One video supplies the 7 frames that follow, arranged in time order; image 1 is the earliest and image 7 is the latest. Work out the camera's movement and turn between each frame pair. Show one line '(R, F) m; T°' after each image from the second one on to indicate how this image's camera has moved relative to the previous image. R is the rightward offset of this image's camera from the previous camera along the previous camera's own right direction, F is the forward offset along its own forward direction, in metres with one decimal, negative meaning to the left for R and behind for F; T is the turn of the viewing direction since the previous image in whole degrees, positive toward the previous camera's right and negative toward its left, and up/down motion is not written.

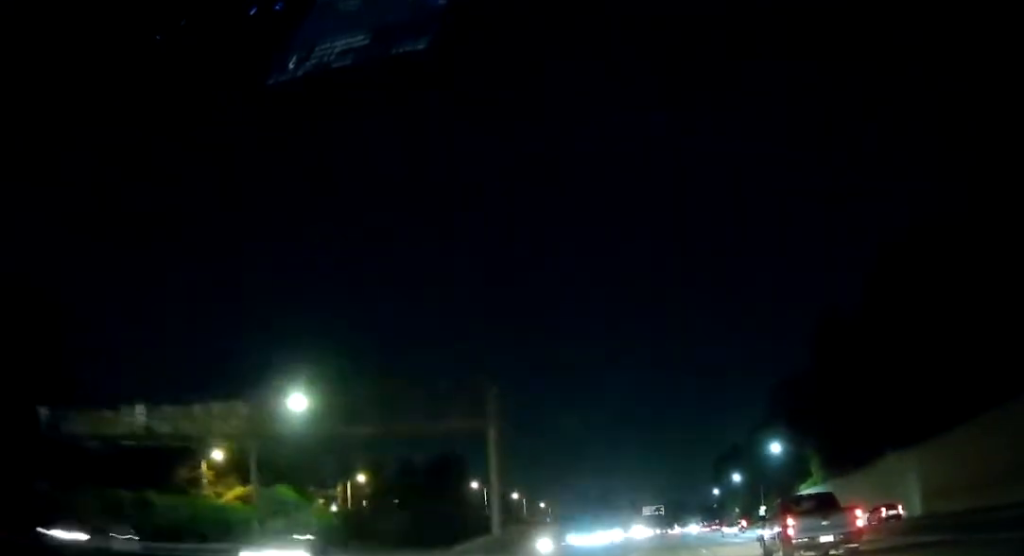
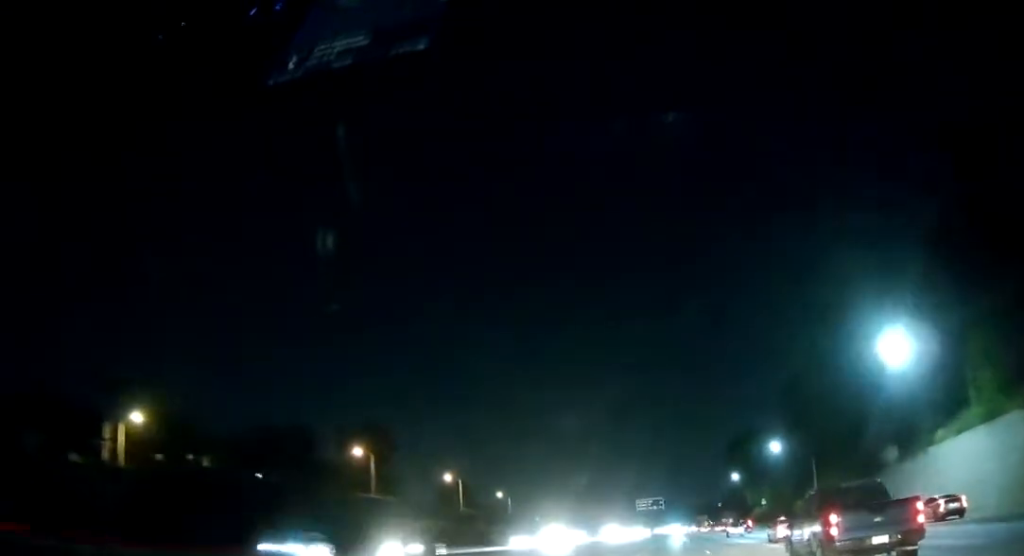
(+0.1, +58.4) m; 0°
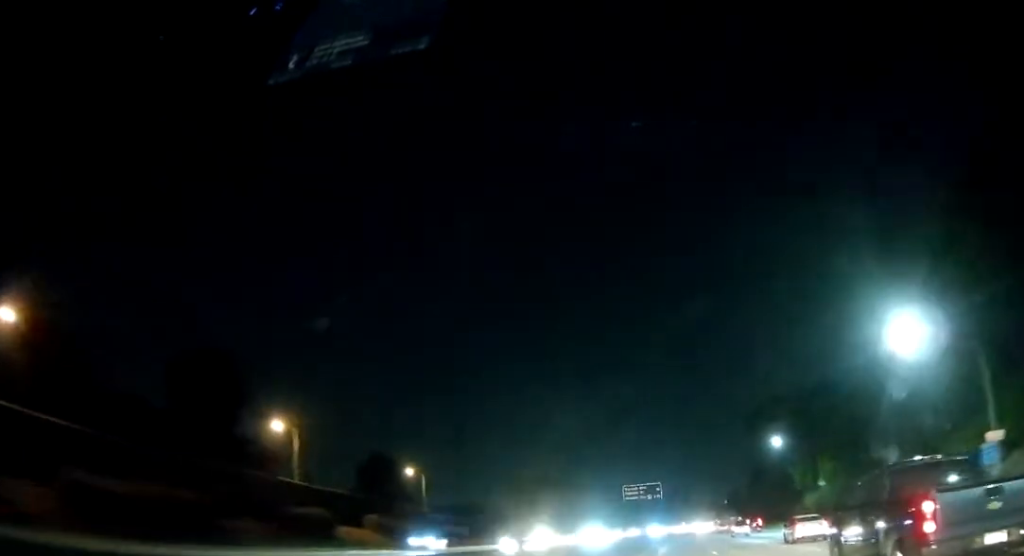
(-0.4, +57.4) m; 0°
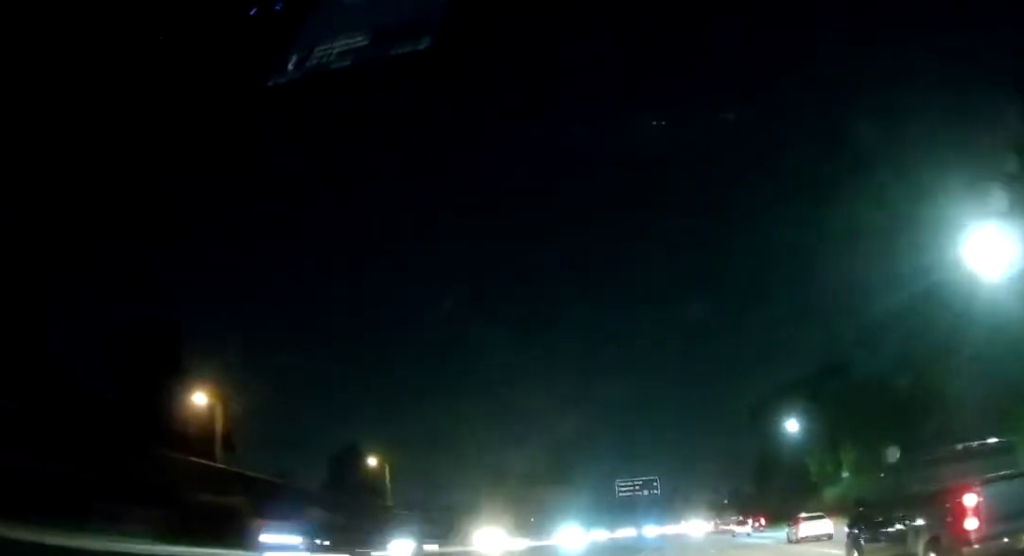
(0.0, +14.5) m; 0°
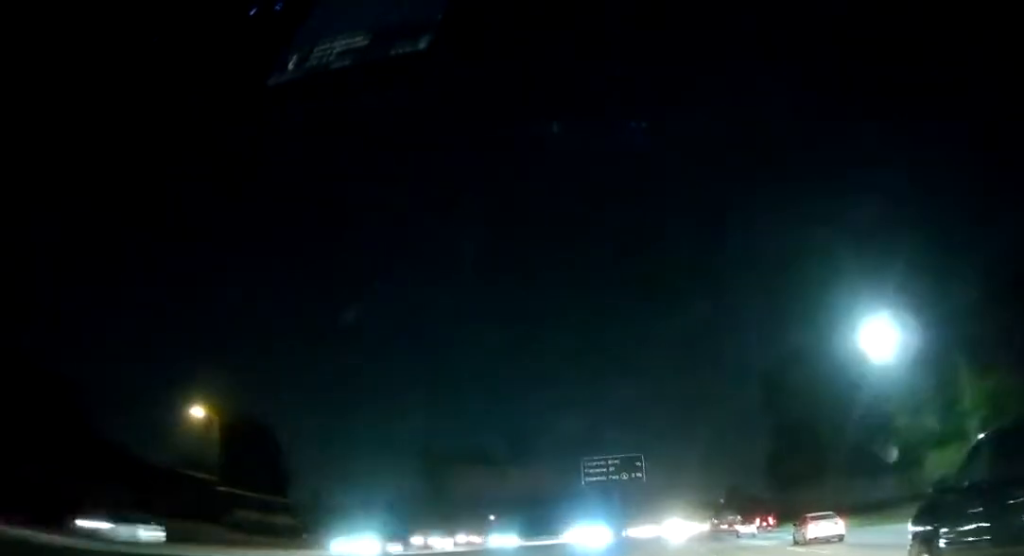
(0.0, +37.9) m; 0°
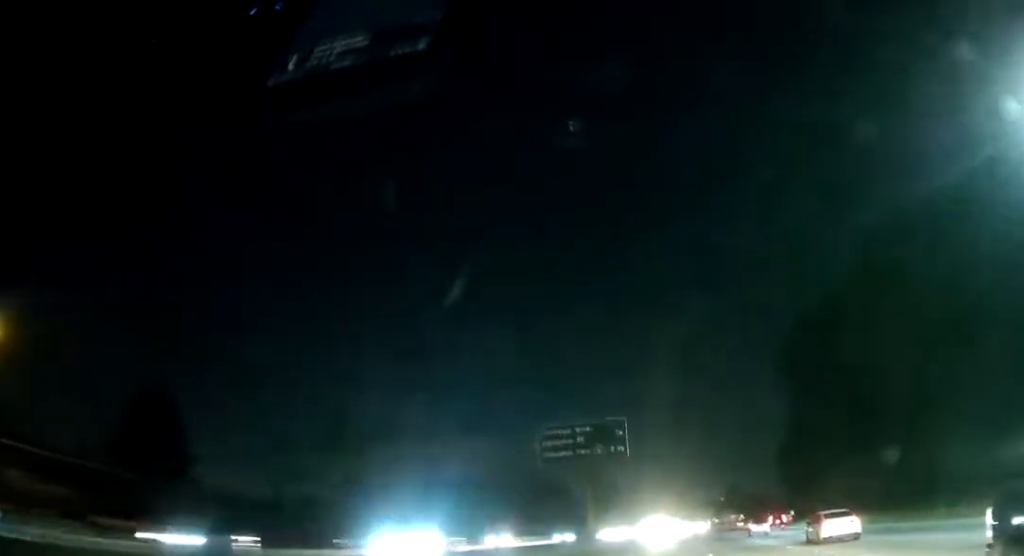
(0.0, +25.6) m; 0°
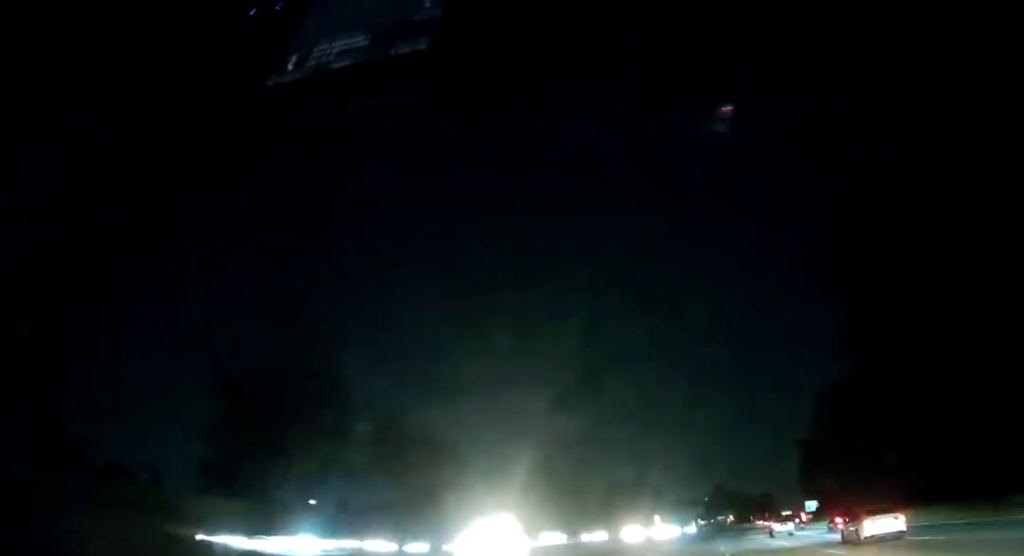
(+0.3, +52.0) m; +1°
